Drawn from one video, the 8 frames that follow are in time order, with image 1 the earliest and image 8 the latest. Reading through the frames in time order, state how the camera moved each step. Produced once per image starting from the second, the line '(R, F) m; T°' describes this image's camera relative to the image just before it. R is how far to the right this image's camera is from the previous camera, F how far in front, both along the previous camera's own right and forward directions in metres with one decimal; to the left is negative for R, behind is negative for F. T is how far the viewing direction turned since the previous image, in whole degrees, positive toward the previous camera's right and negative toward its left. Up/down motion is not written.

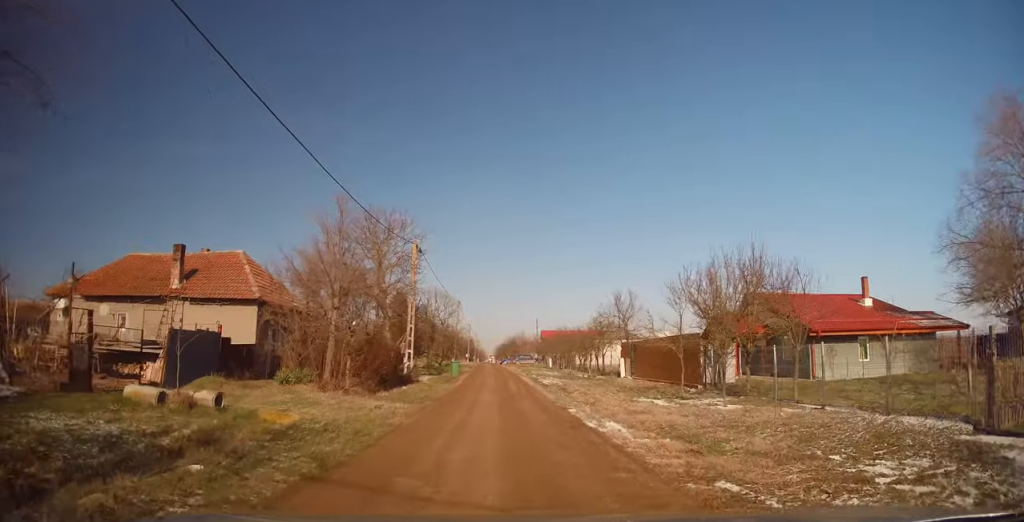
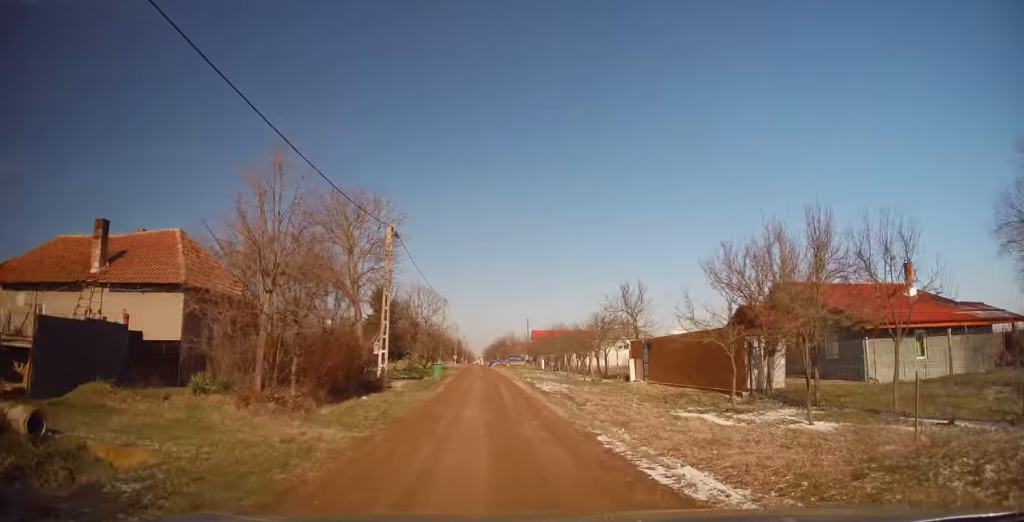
(-0.1, +4.9) m; +3°
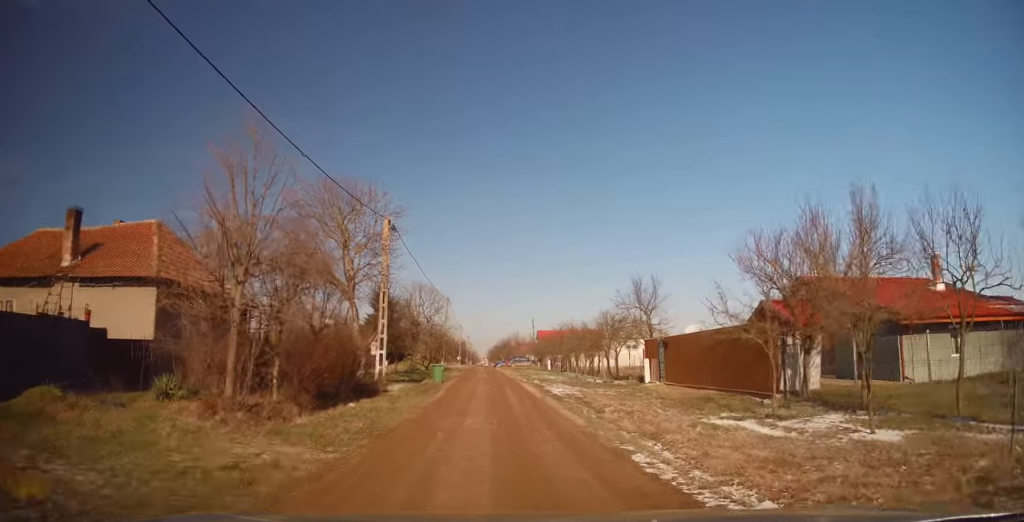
(0.0, +1.8) m; +1°
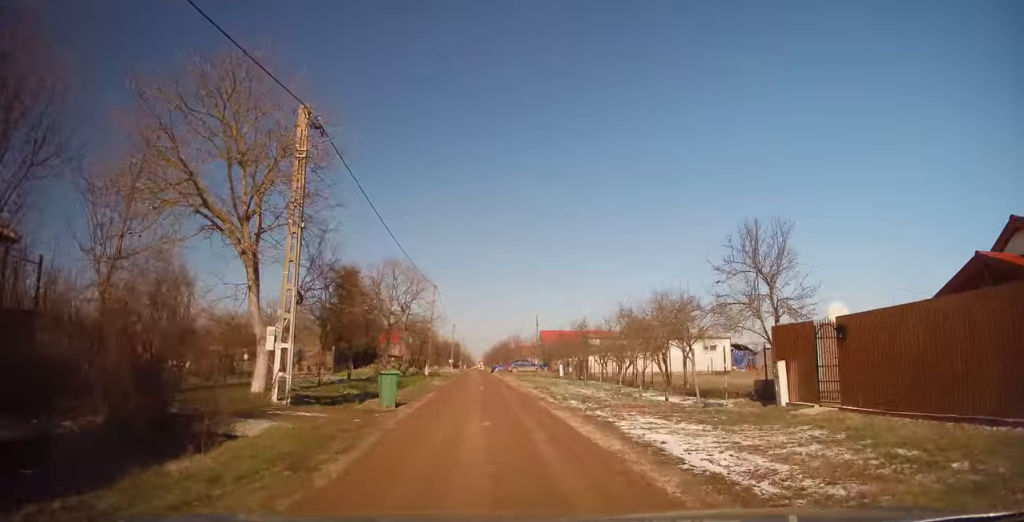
(-0.2, +12.7) m; -3°
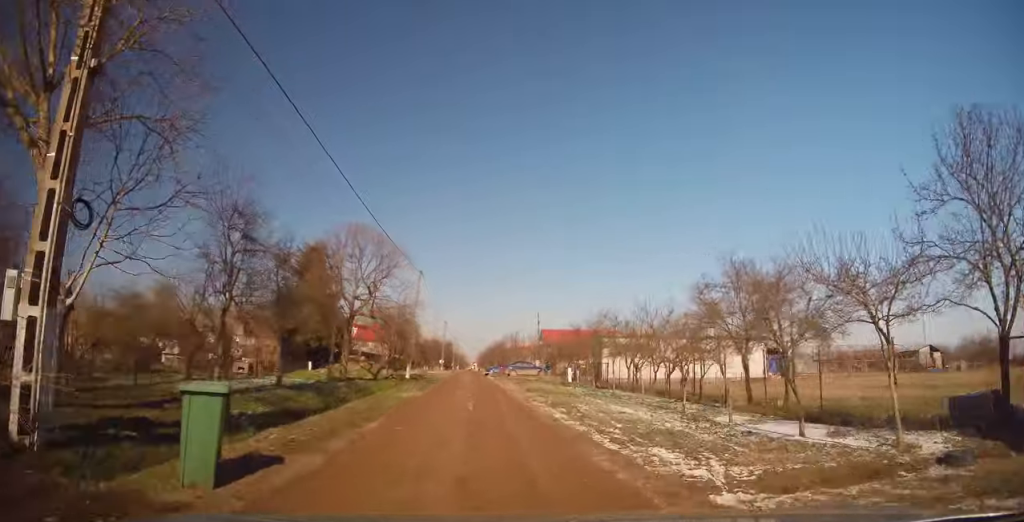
(+0.1, +8.3) m; +1°
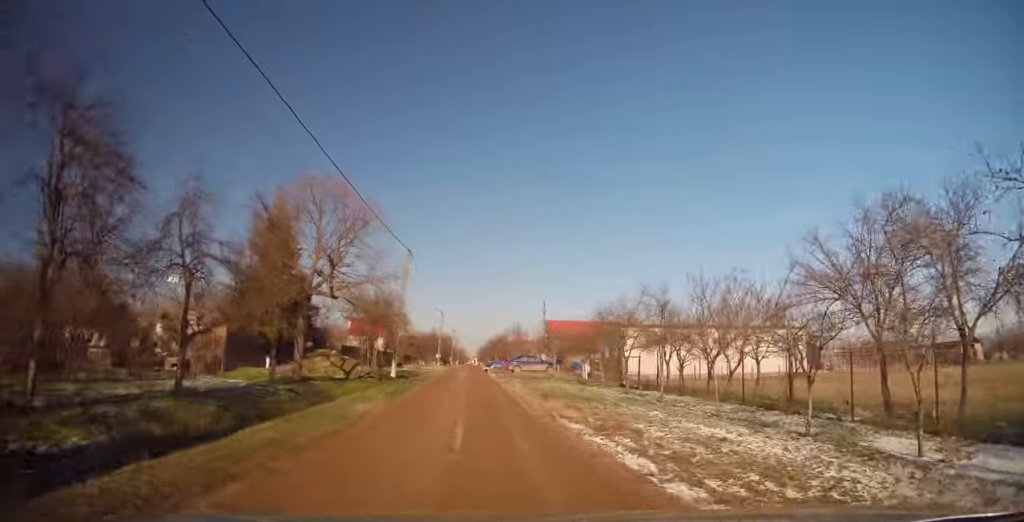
(0.0, +6.5) m; +2°
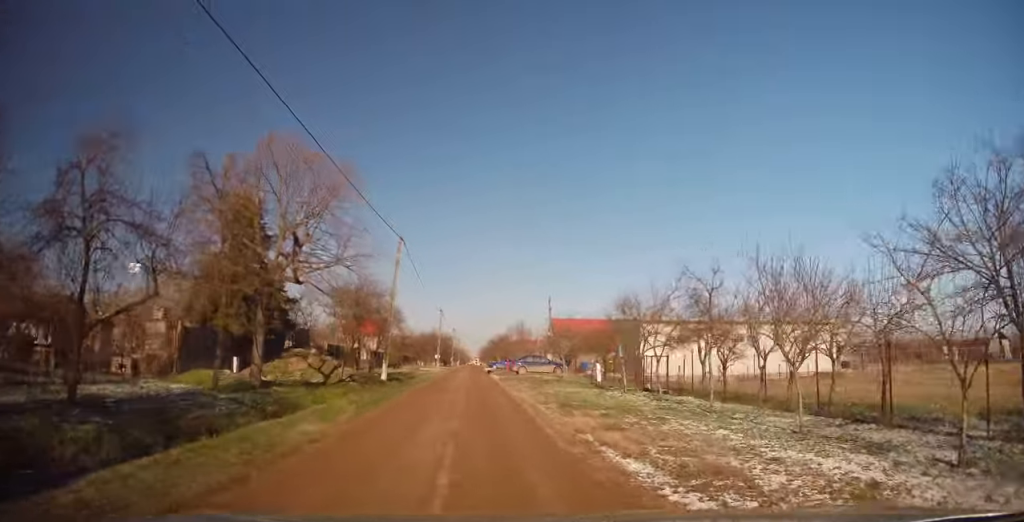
(0.0, +3.9) m; +1°
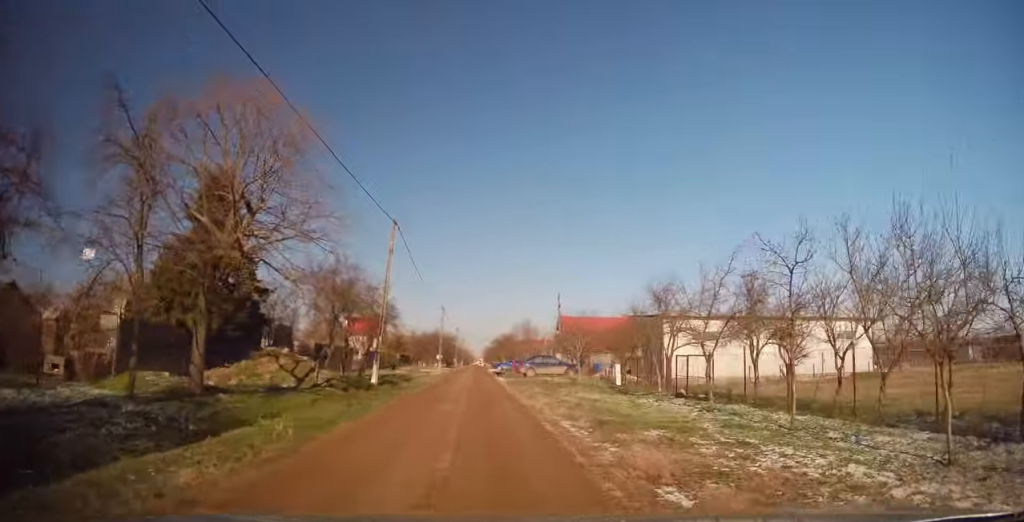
(+0.2, +4.0) m; 0°
